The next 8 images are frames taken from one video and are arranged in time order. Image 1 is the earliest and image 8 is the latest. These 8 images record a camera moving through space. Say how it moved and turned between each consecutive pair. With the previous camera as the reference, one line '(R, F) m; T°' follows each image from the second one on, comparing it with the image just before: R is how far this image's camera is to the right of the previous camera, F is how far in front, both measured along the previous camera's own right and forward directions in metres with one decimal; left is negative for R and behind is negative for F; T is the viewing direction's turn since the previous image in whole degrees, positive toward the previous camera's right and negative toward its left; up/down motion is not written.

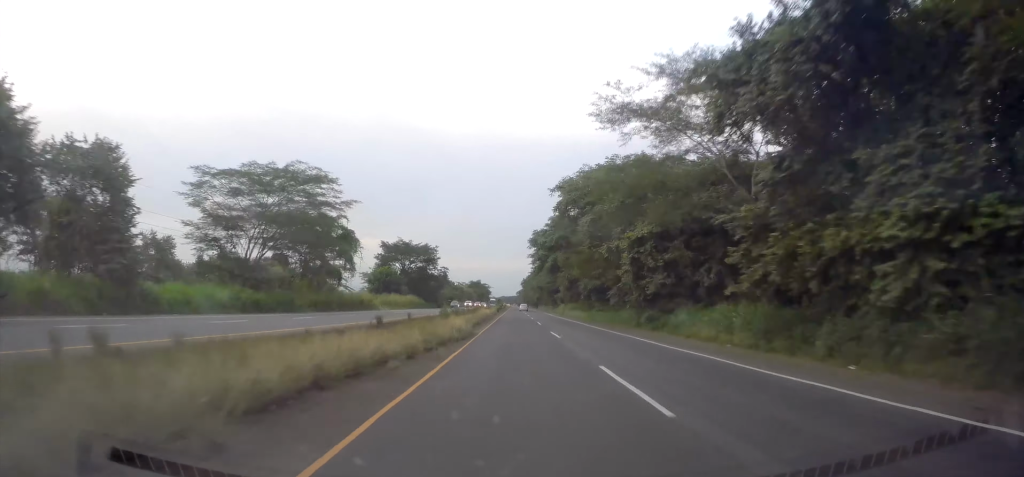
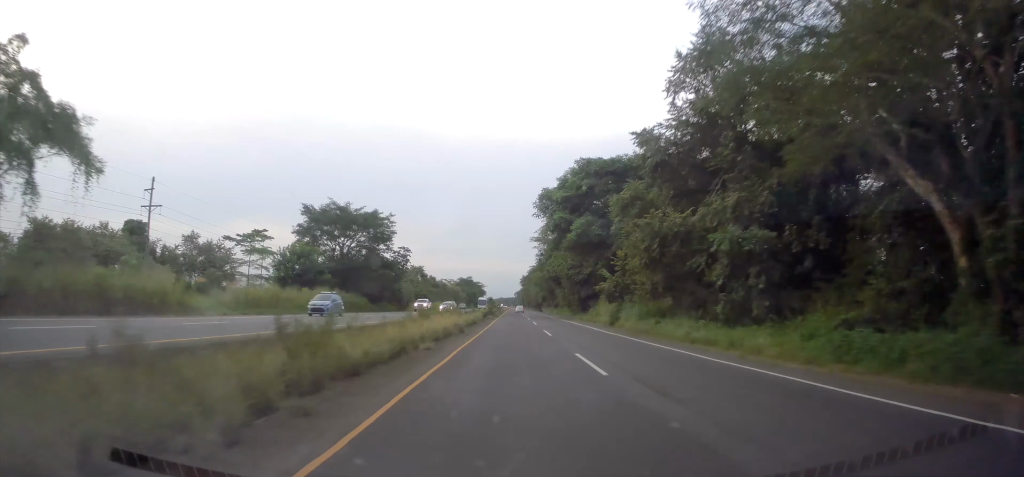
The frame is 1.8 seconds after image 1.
(0.0, +43.8) m; 0°
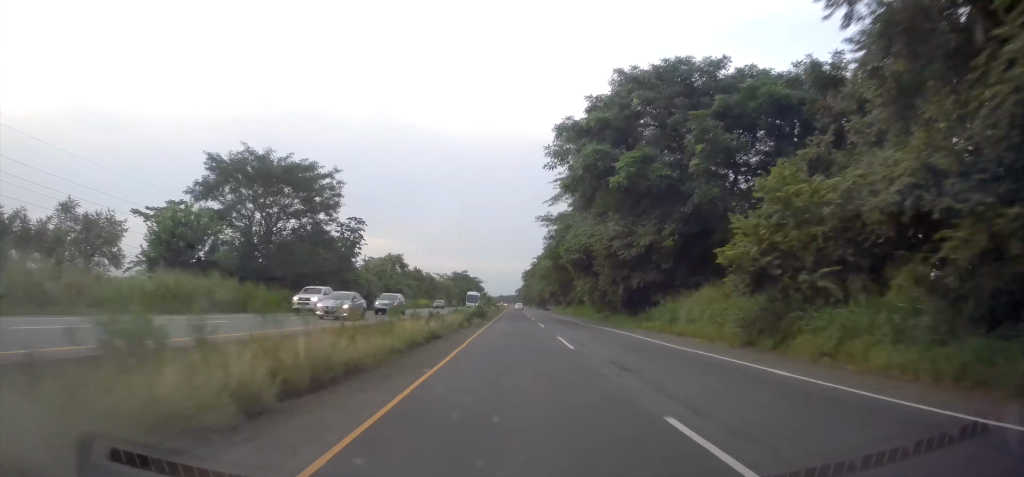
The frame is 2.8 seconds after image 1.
(-0.3, +25.0) m; 0°
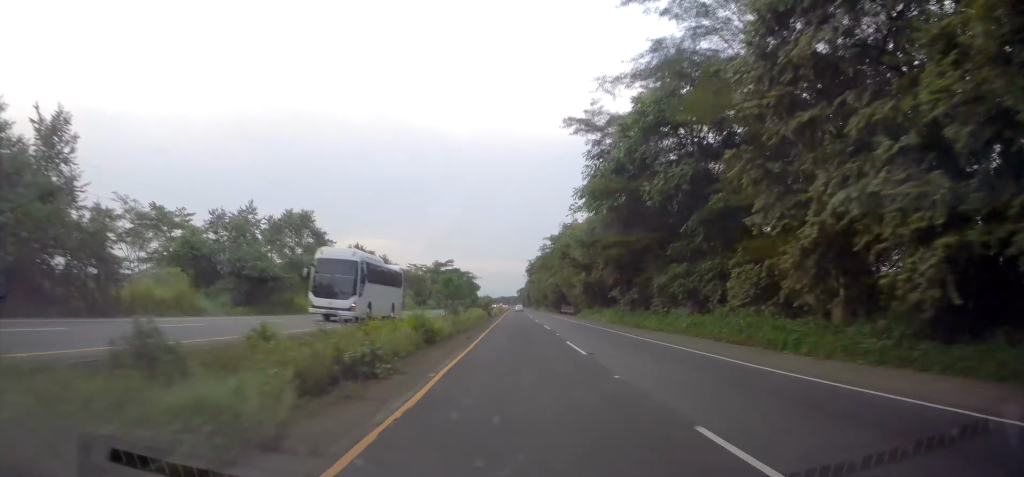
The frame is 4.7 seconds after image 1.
(+0.1, +48.1) m; +1°
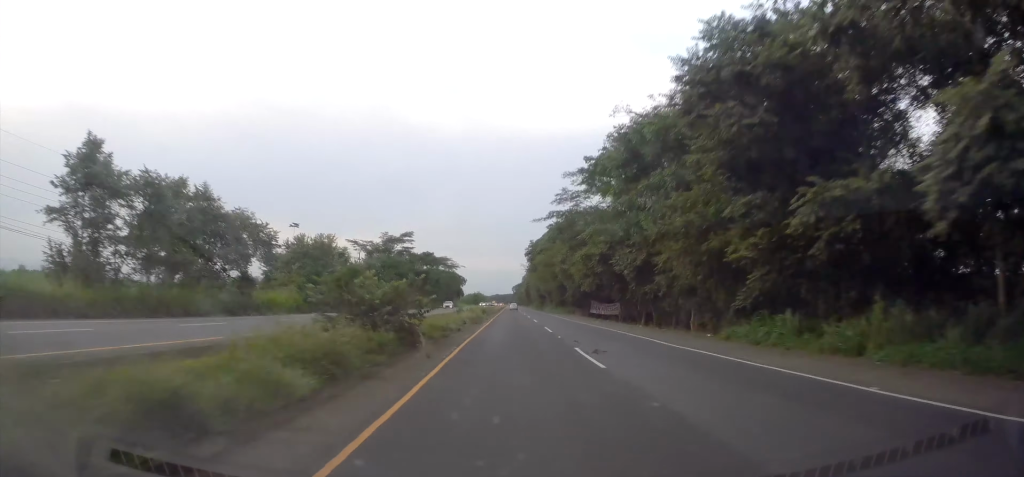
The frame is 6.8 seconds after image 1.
(+0.6, +52.4) m; 0°
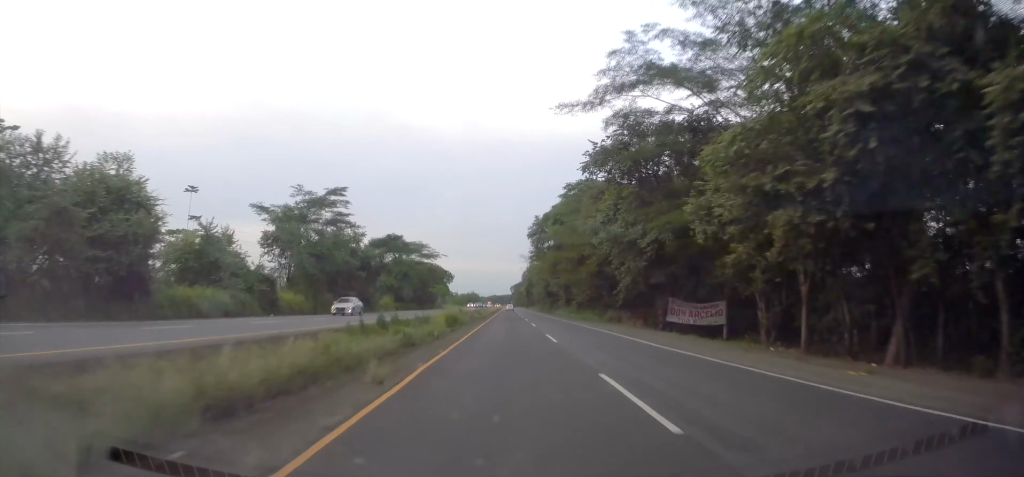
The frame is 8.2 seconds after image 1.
(0.0, +35.7) m; 0°
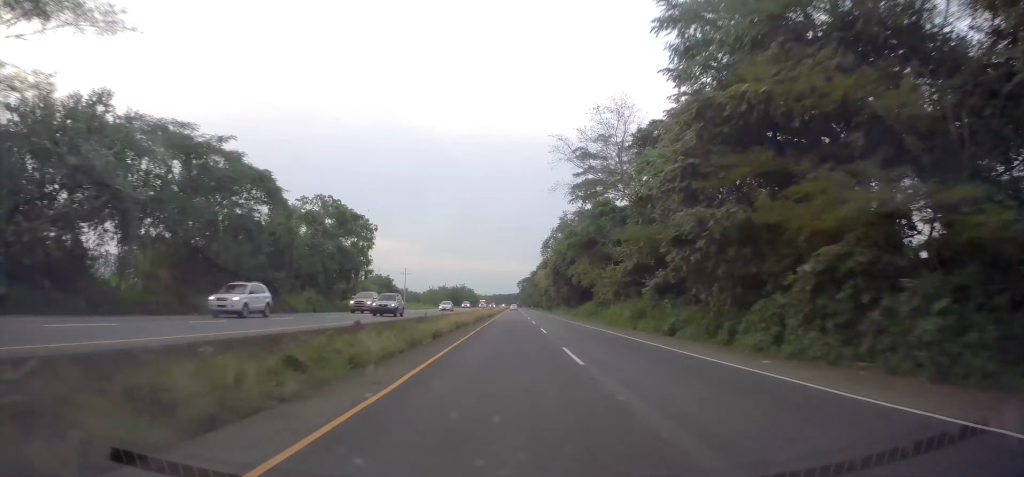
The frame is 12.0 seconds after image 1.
(-1.4, +96.5) m; -1°
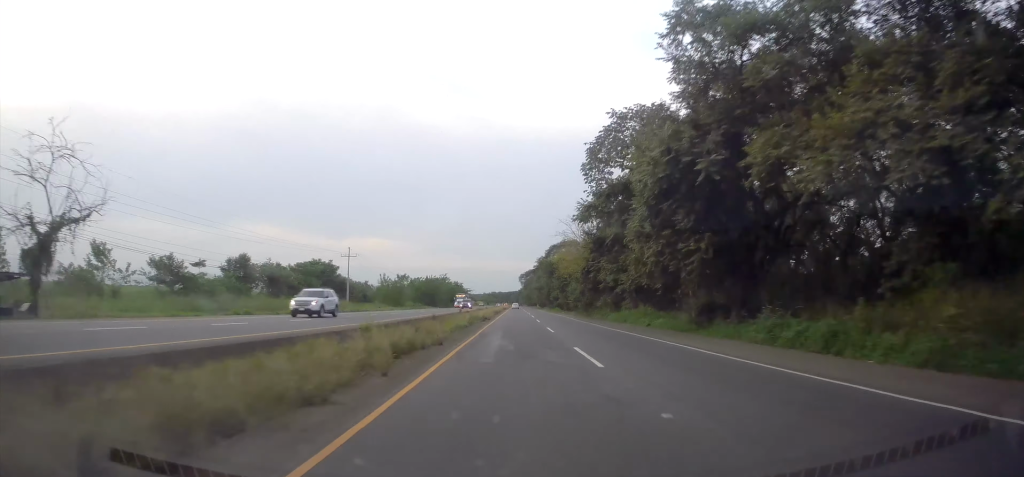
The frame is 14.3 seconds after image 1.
(+0.1, +58.7) m; 0°
